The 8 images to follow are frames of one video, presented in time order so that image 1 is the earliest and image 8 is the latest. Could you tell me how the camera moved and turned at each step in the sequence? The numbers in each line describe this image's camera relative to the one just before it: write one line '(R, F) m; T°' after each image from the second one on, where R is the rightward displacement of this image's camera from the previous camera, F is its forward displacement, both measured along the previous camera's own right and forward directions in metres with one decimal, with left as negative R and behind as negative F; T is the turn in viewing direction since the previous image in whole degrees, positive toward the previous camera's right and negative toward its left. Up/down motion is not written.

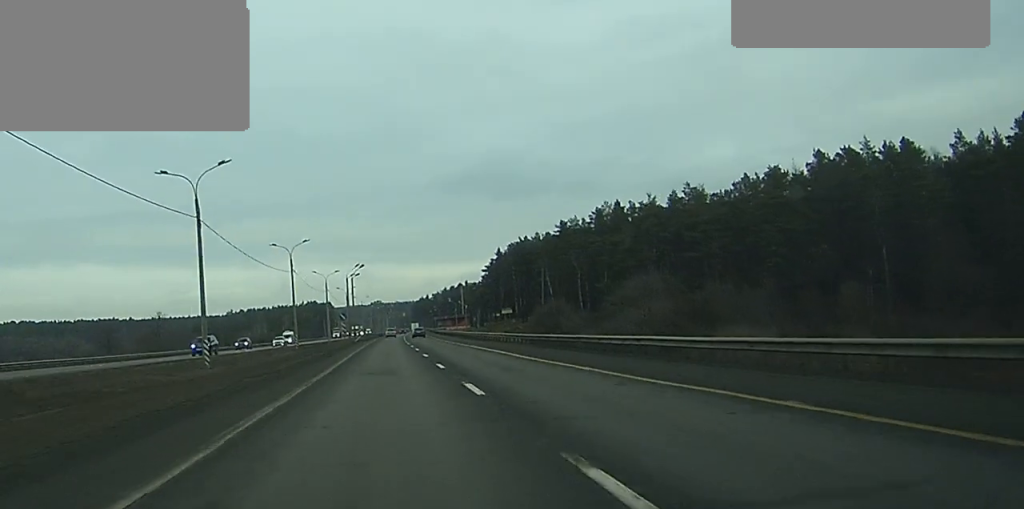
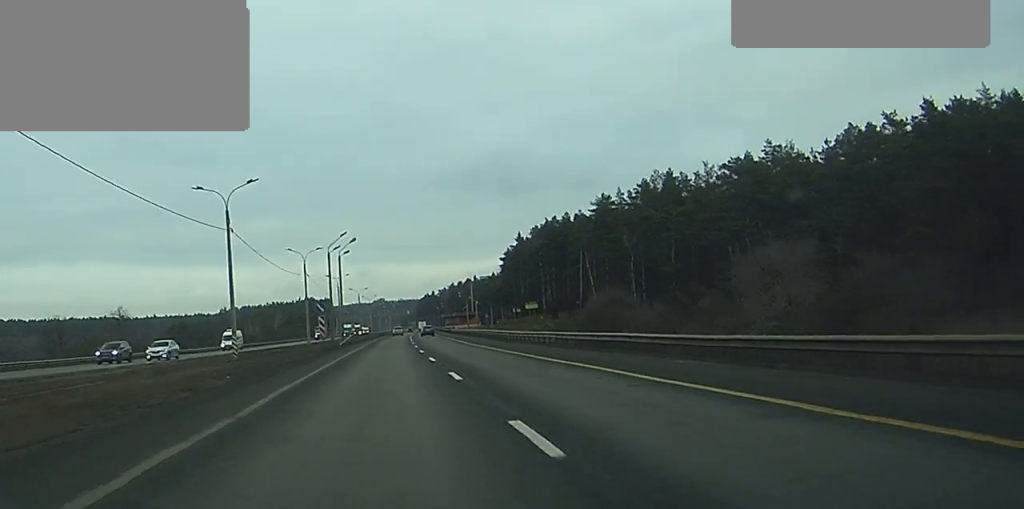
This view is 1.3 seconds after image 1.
(-0.1, +32.8) m; 0°
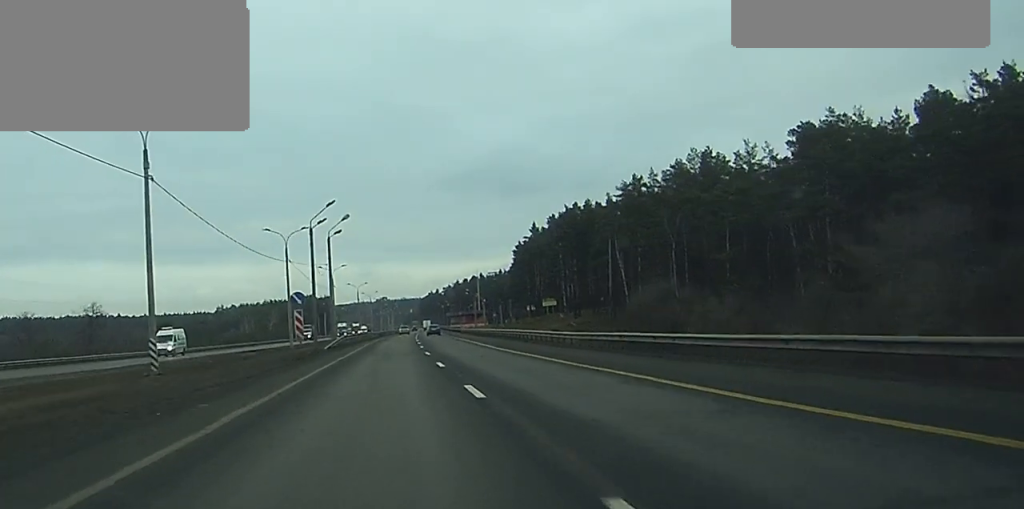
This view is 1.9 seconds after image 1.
(0.0, +17.1) m; 0°
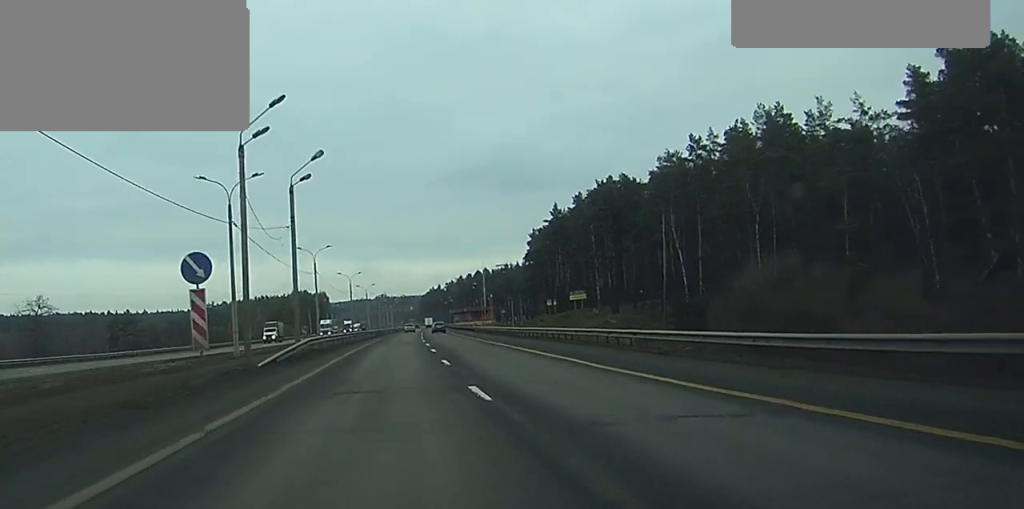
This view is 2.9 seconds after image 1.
(0.0, +24.4) m; 0°
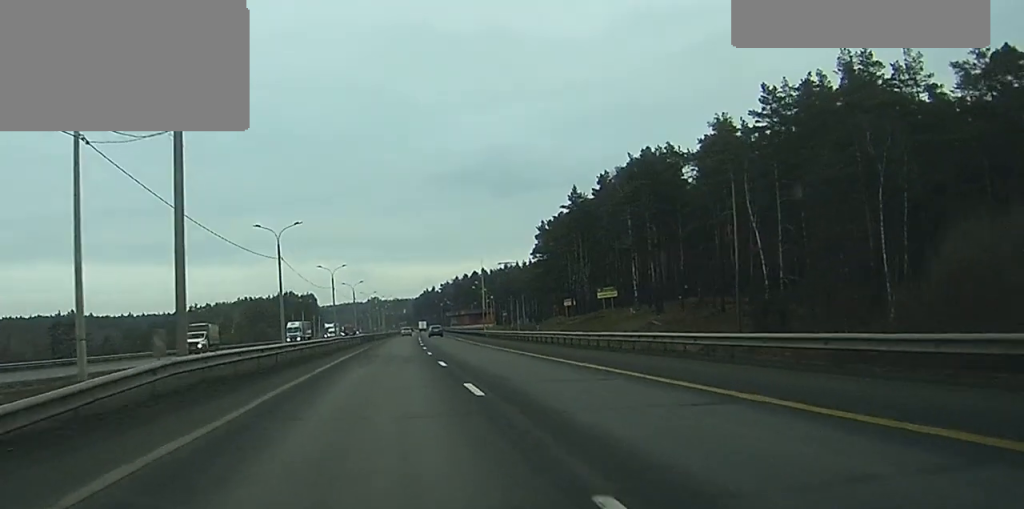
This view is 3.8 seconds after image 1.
(0.0, +21.9) m; 0°
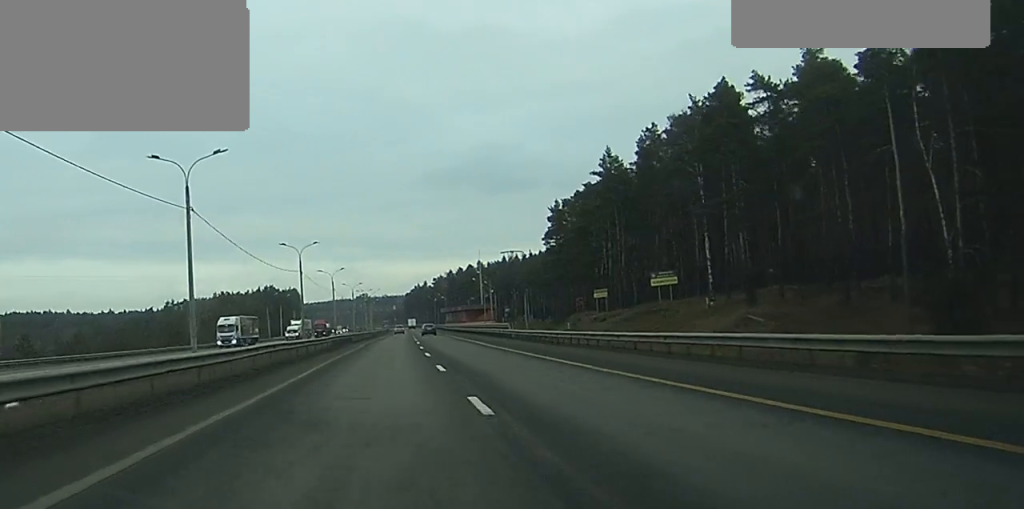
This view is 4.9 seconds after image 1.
(-0.1, +25.3) m; 0°
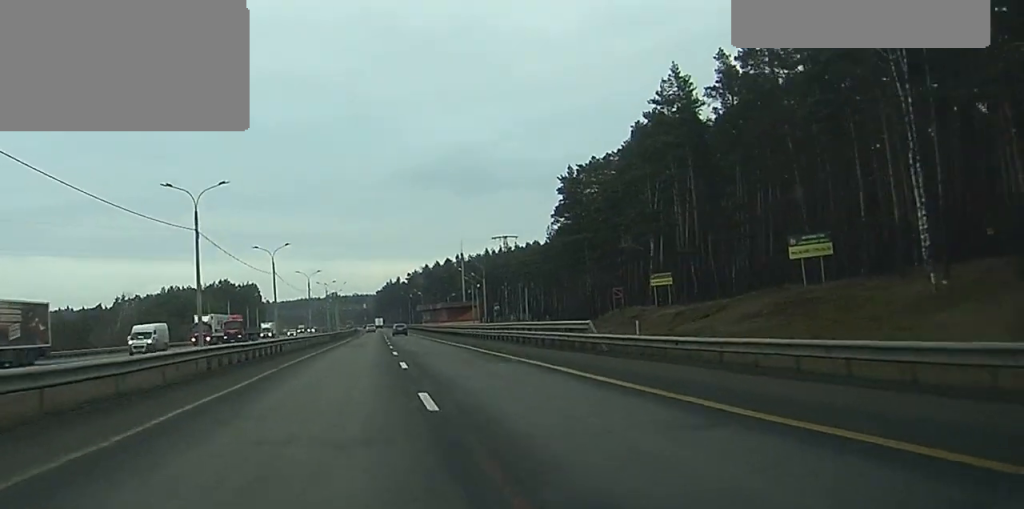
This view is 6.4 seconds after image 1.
(+1.0, +31.5) m; +3°
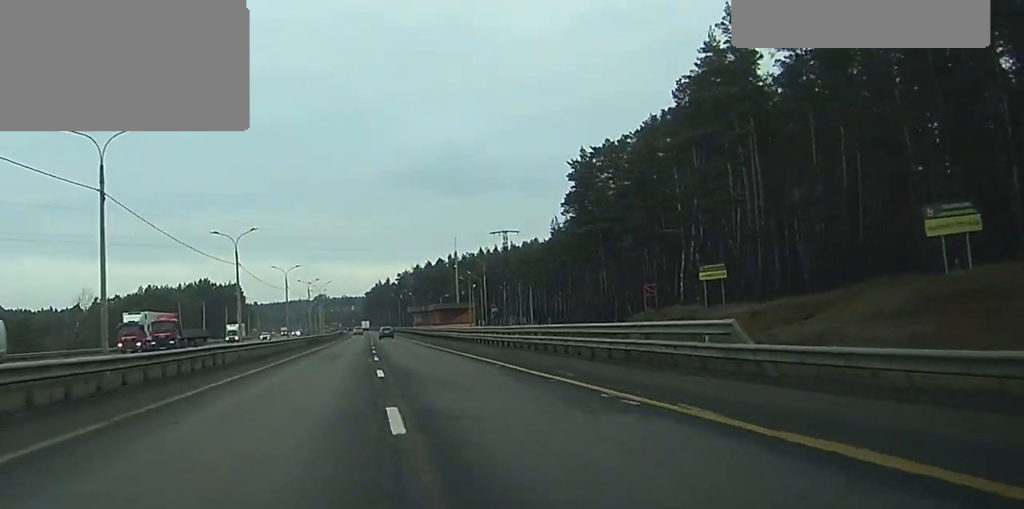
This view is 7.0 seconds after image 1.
(+0.1, +15.1) m; 0°
